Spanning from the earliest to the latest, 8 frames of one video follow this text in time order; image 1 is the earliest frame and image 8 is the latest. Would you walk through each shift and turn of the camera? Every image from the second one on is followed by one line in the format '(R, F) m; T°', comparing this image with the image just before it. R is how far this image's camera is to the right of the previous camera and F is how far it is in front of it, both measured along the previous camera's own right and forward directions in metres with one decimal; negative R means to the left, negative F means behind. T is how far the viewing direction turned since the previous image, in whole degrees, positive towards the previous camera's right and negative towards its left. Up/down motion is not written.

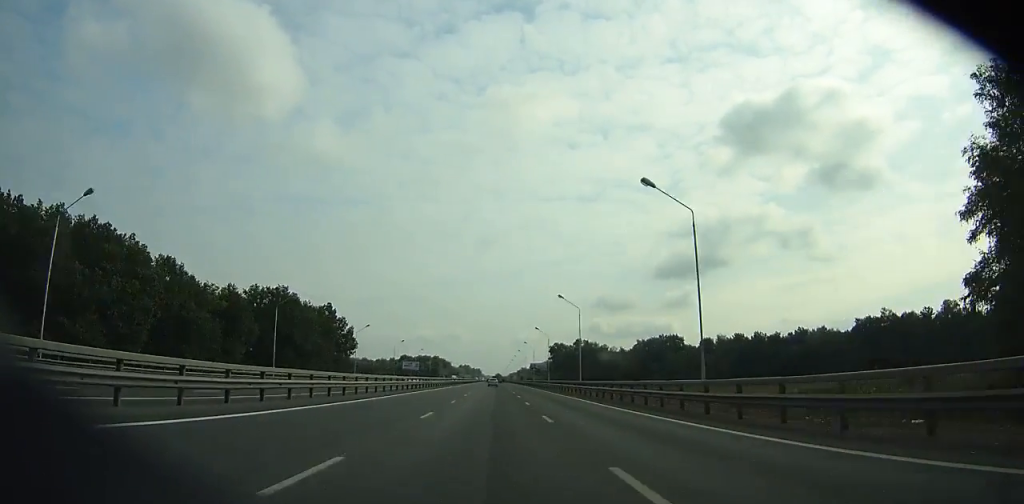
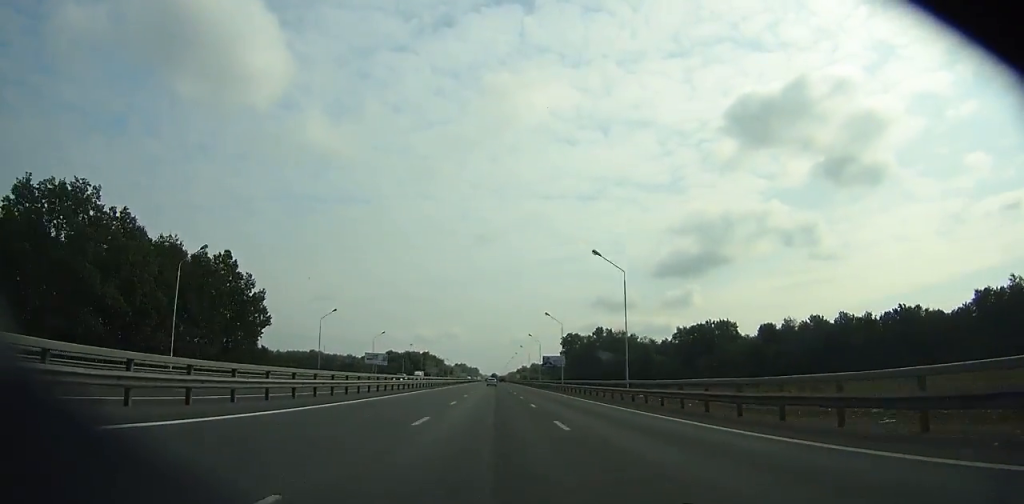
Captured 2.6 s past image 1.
(-0.2, +62.9) m; 0°
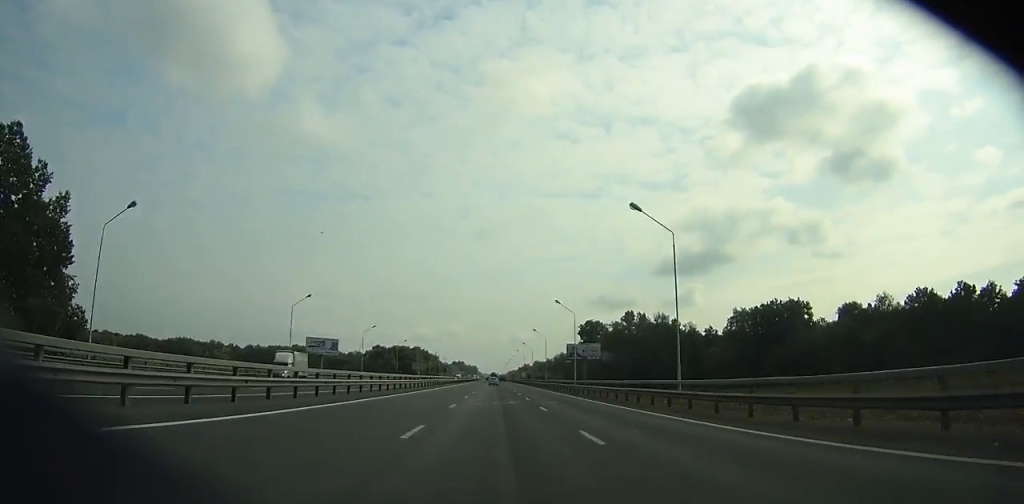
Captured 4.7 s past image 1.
(-0.1, +51.1) m; 0°
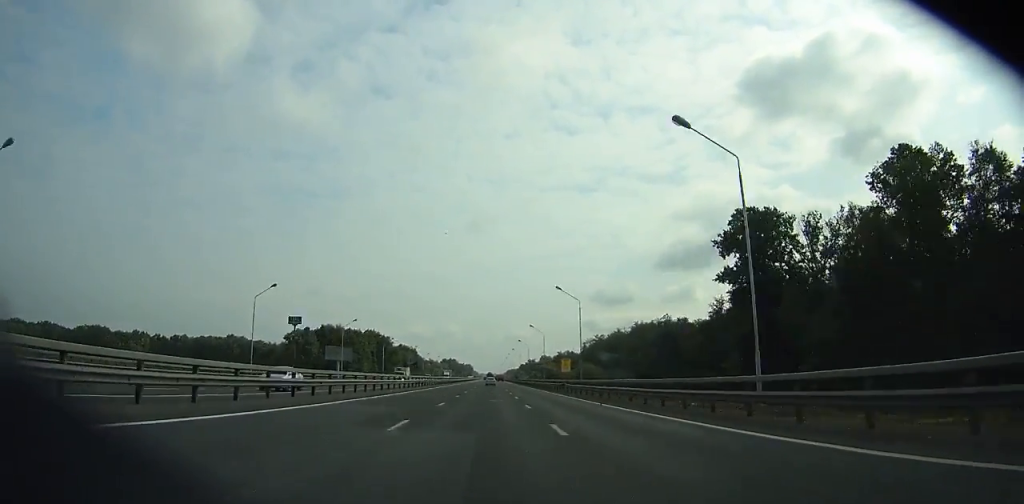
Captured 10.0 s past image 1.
(+0.5, +129.9) m; 0°
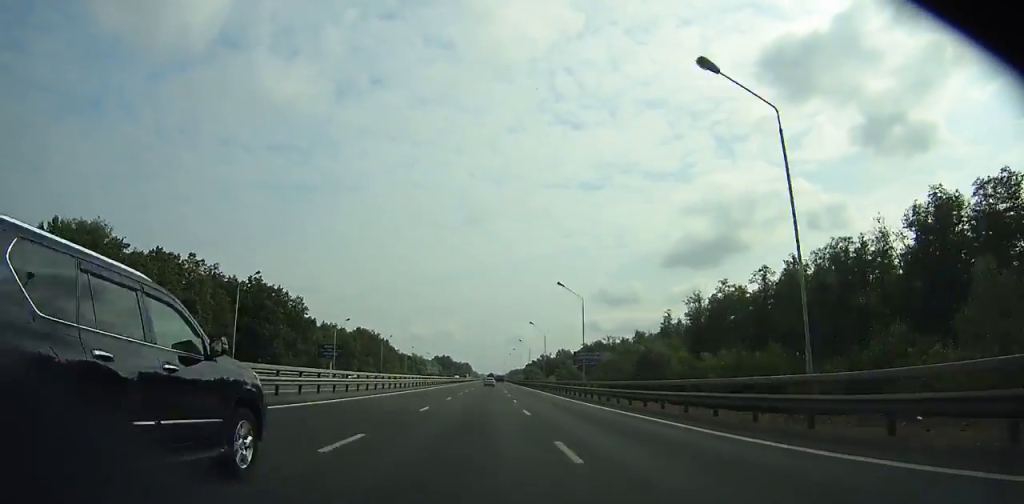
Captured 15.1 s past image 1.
(0.0, +122.4) m; 0°
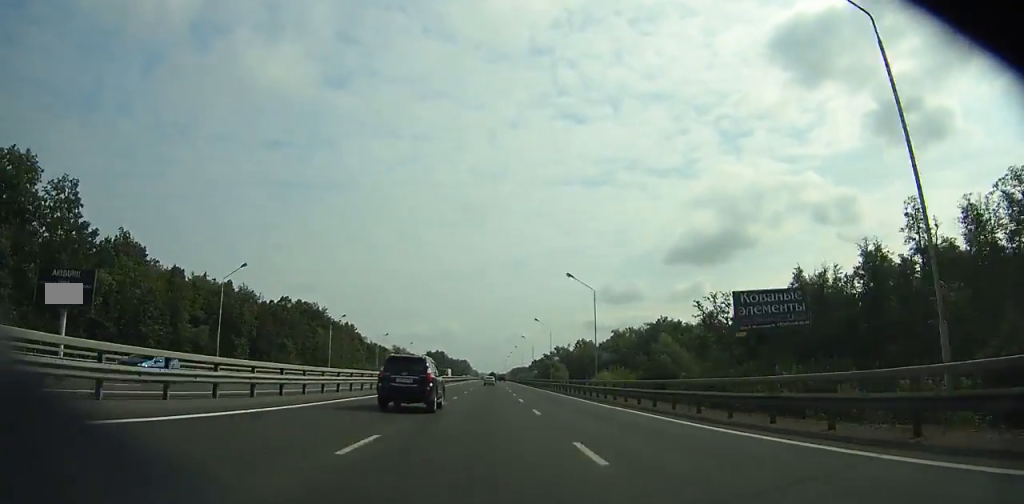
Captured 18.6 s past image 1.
(0.0, +80.5) m; 0°
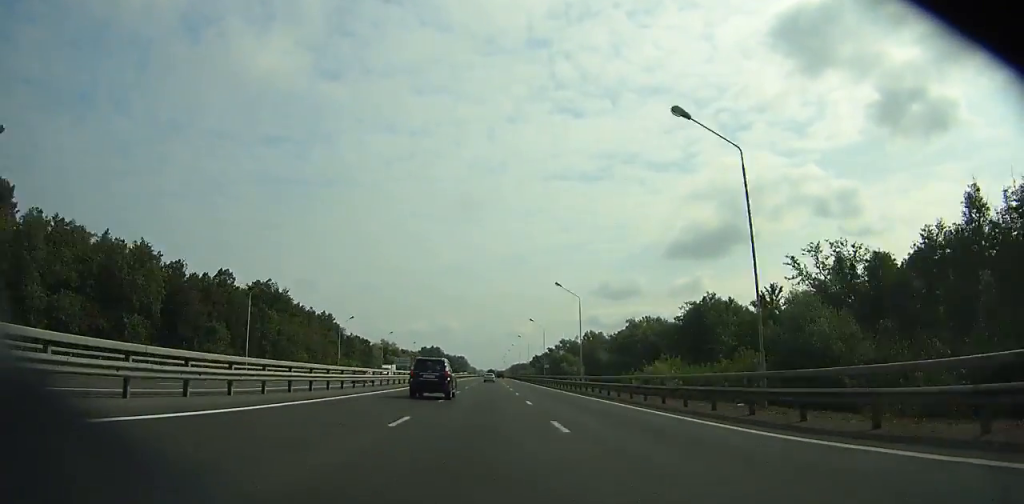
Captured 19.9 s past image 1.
(-0.1, +29.2) m; +1°
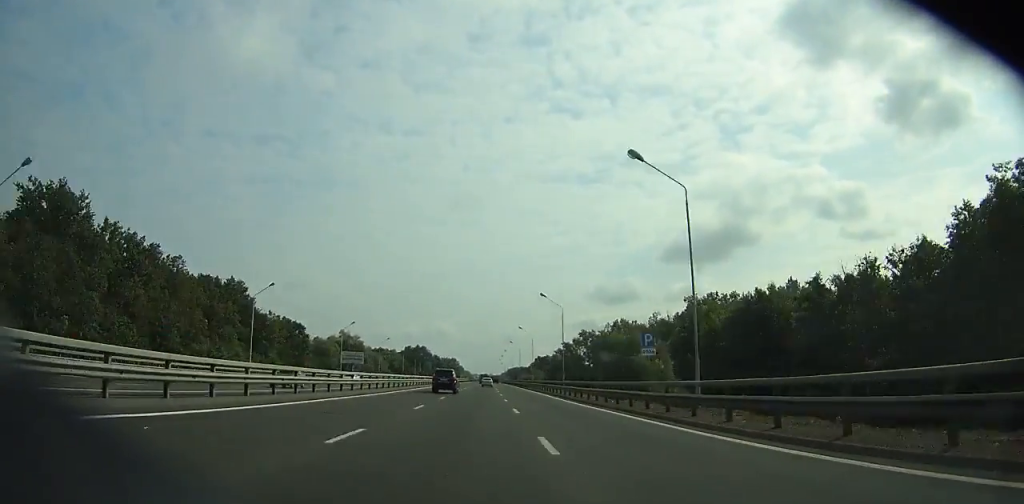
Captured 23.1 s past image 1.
(+2.4, +68.7) m; +5°
